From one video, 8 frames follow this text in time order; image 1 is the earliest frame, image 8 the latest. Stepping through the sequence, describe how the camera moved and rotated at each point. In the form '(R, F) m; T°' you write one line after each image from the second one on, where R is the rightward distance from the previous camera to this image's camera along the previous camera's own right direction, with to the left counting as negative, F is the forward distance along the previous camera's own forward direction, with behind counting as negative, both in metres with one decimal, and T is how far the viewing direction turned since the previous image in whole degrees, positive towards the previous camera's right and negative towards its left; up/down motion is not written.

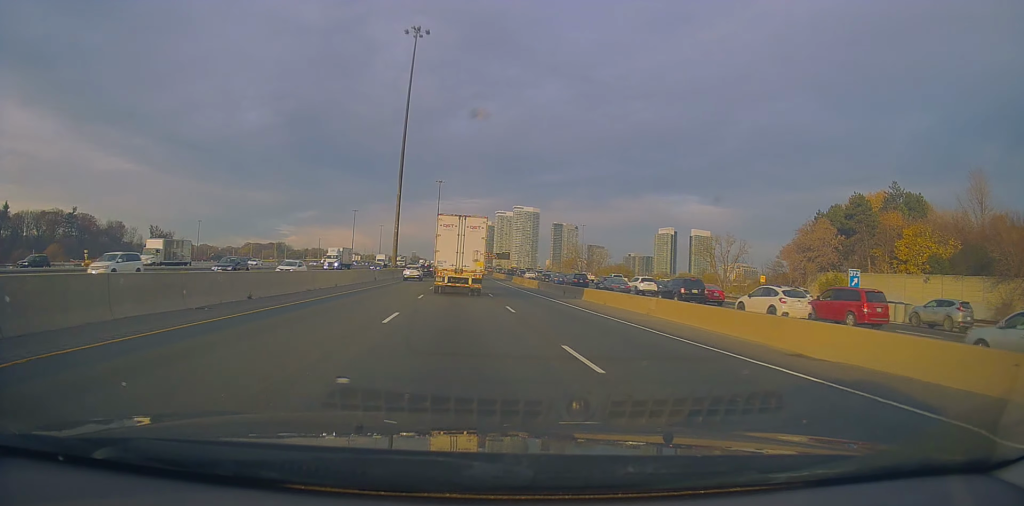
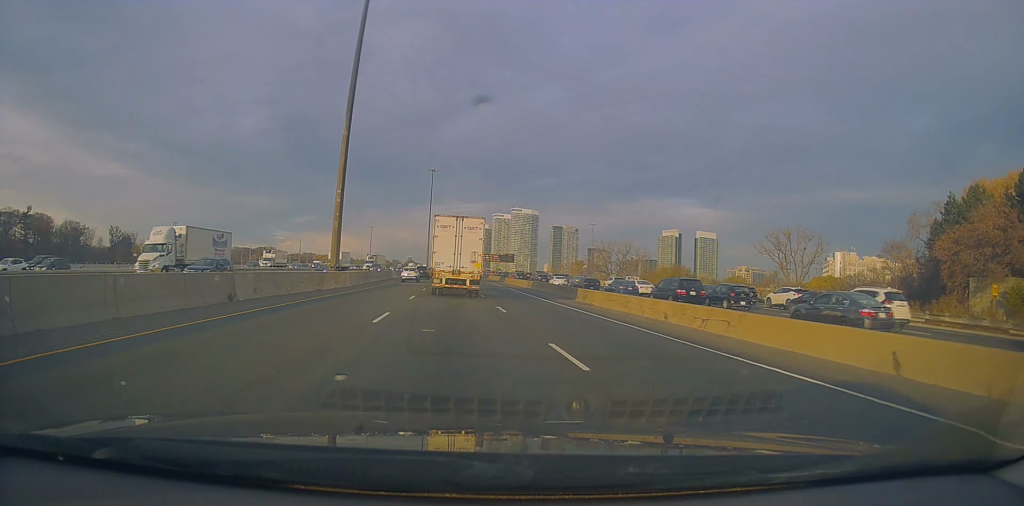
(+0.7, +36.0) m; +1°
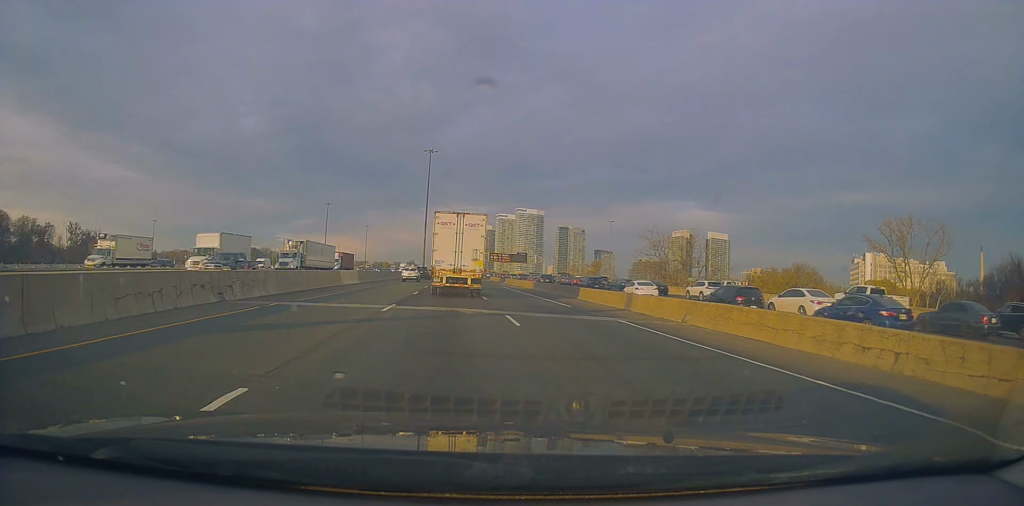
(-0.4, +35.4) m; -2°
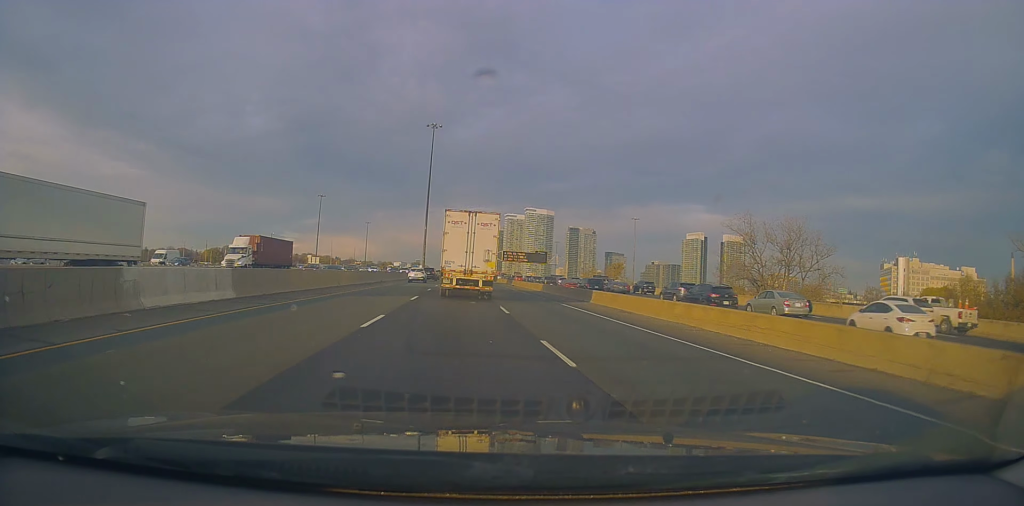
(-0.2, +29.3) m; 0°
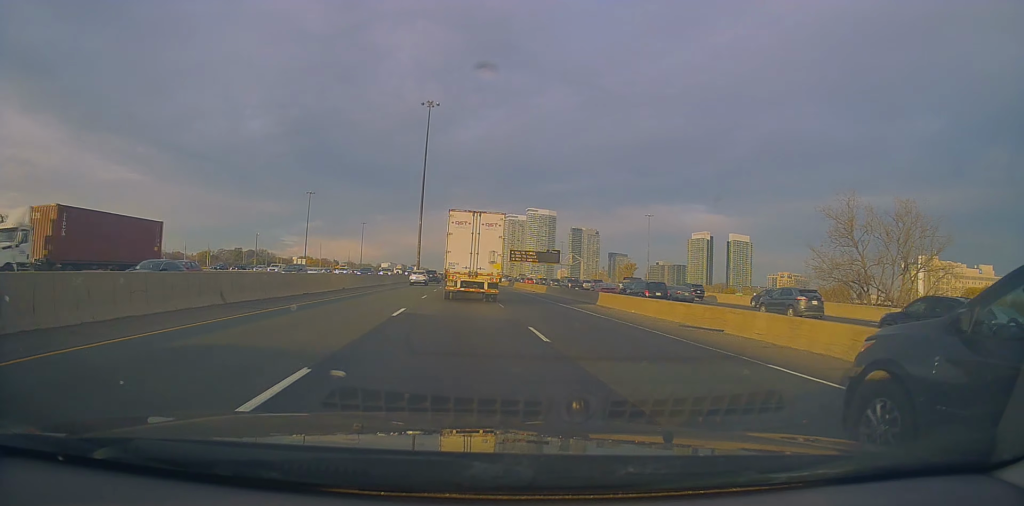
(+0.3, +20.0) m; 0°
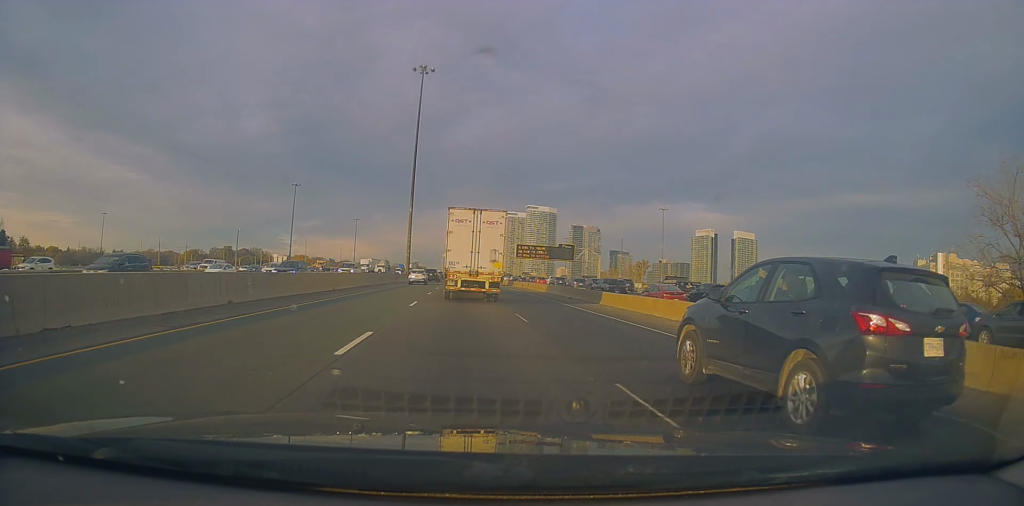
(+0.1, +20.0) m; 0°
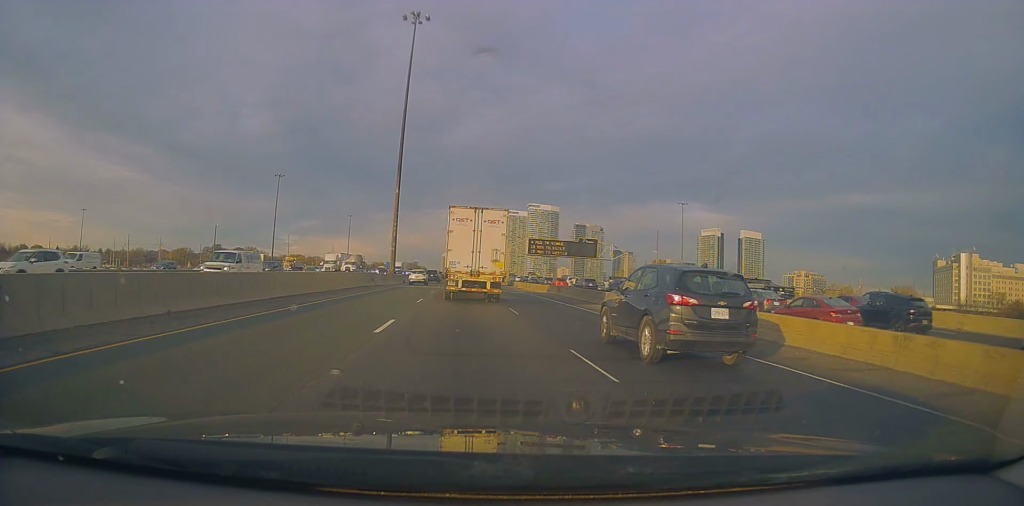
(-0.4, +21.4) m; -1°
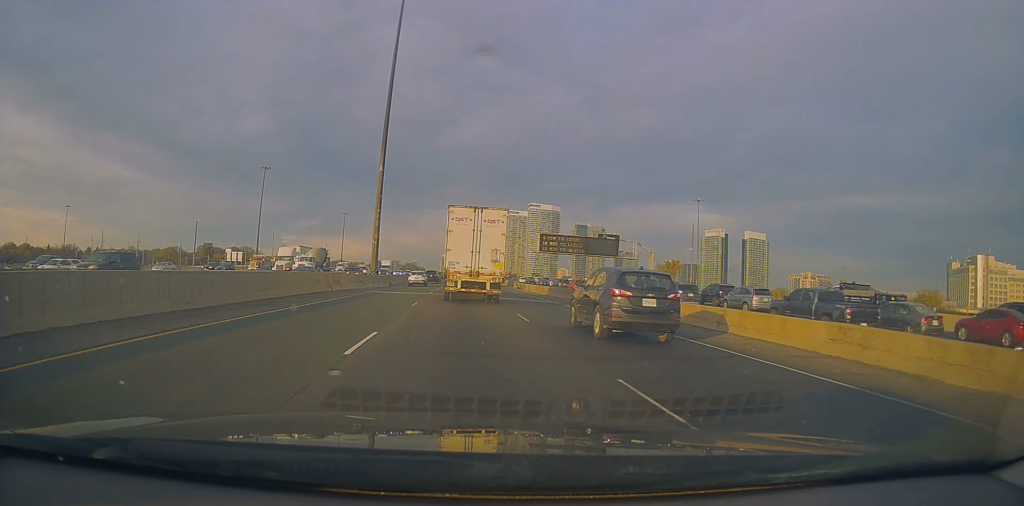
(-0.1, +15.0) m; +1°
